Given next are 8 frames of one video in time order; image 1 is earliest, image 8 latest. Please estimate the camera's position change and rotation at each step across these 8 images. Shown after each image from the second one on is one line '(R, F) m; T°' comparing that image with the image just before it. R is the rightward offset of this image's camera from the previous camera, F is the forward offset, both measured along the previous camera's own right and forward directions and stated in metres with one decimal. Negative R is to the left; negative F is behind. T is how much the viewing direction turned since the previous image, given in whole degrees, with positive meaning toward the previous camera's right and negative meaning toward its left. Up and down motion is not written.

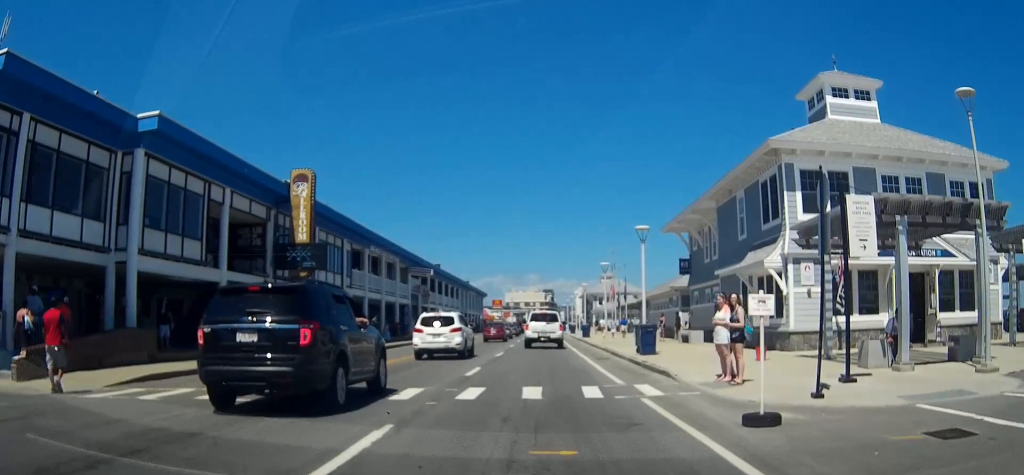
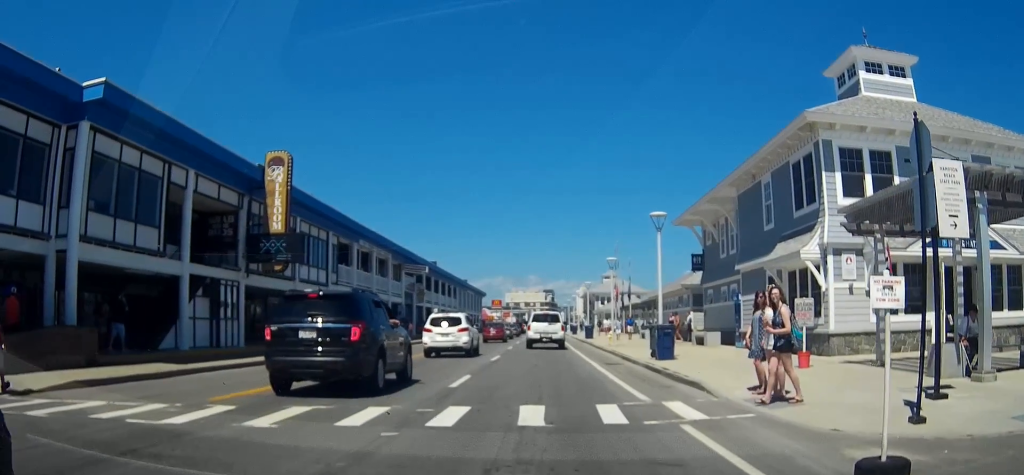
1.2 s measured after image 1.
(0.0, +2.9) m; 0°
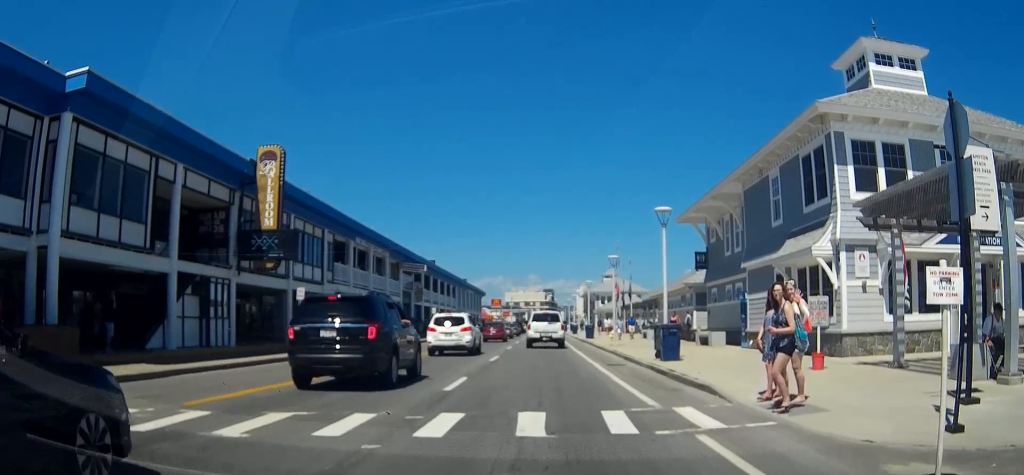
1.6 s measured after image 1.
(0.0, +0.8) m; 0°
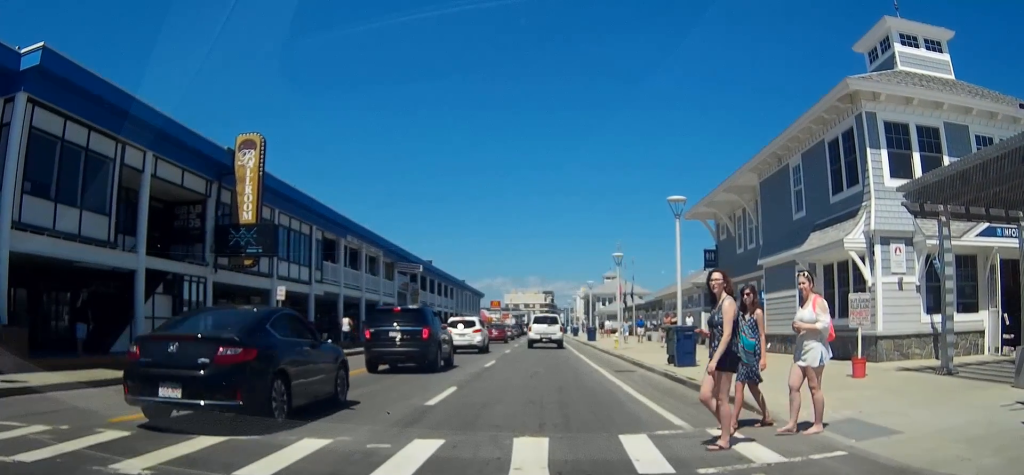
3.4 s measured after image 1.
(-0.2, +2.1) m; 0°
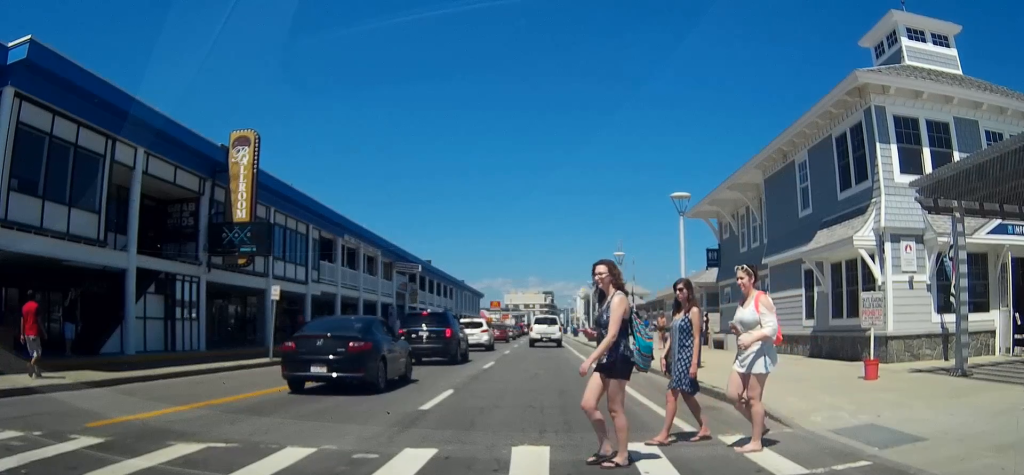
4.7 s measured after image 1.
(+0.1, +0.5) m; 0°
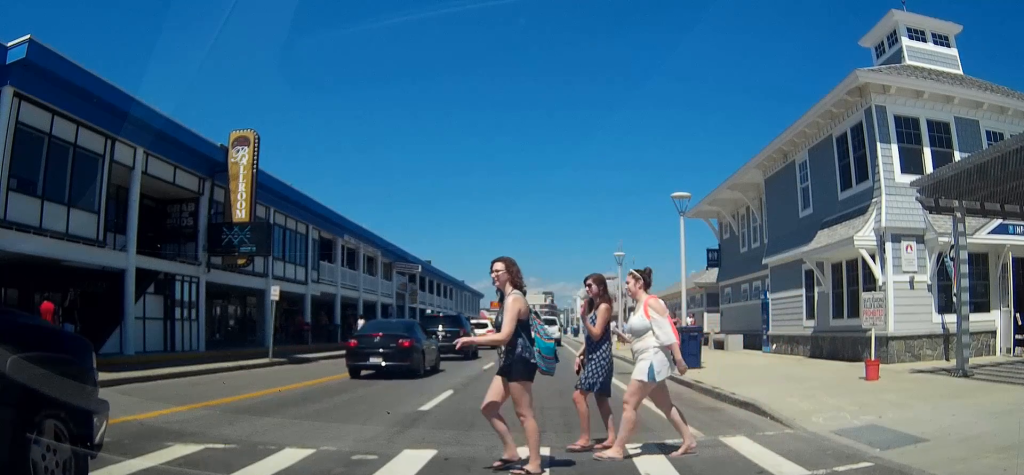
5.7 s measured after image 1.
(0.0, +0.2) m; 0°
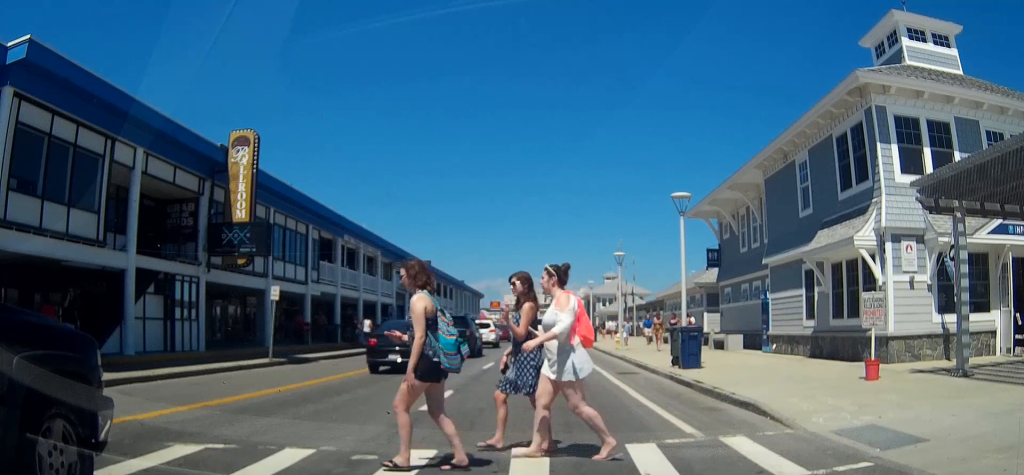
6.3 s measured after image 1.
(0.0, +0.1) m; 0°
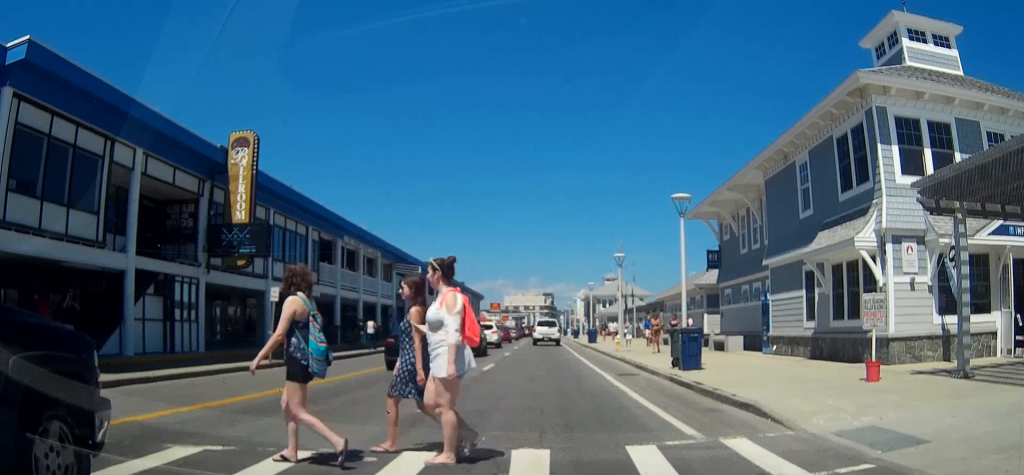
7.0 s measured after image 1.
(0.0, +0.2) m; 0°
